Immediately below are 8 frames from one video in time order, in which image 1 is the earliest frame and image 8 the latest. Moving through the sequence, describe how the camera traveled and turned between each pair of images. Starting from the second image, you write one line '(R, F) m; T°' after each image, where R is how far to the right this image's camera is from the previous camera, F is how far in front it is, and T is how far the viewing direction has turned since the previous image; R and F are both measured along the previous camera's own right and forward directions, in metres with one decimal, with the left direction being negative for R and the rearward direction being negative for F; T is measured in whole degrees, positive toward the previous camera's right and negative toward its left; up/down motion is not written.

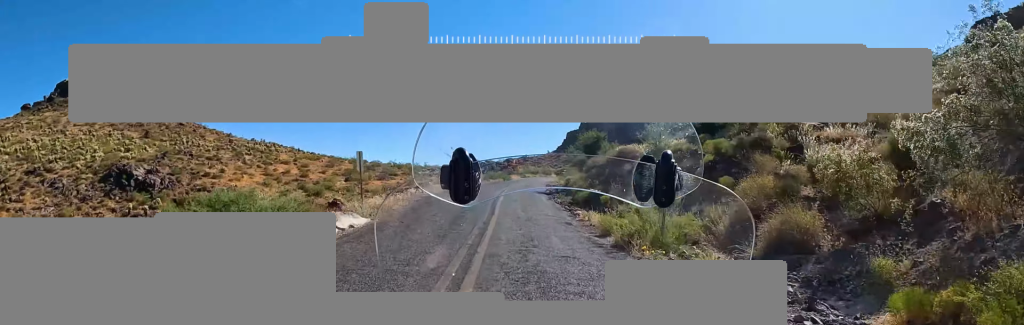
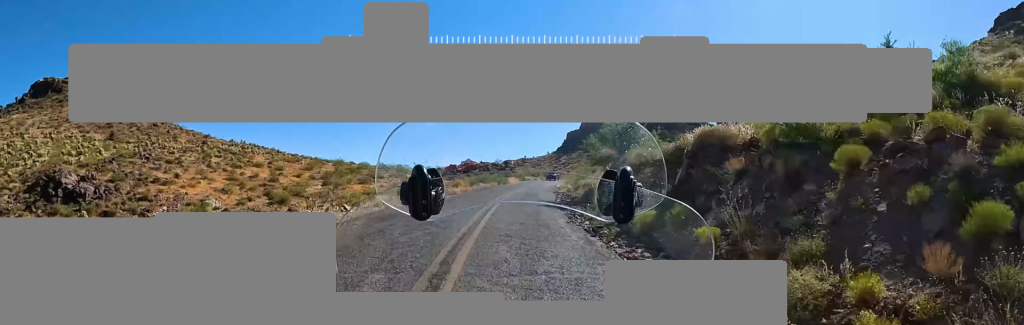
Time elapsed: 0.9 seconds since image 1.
(0.0, +12.8) m; +1°
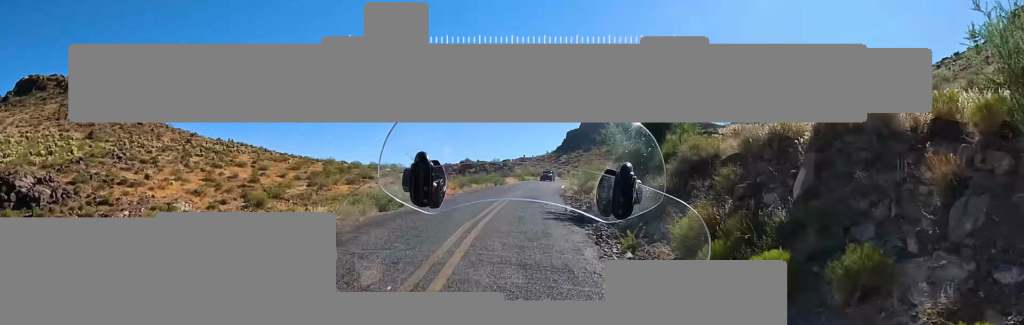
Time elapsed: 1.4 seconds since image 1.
(+0.1, +6.7) m; 0°
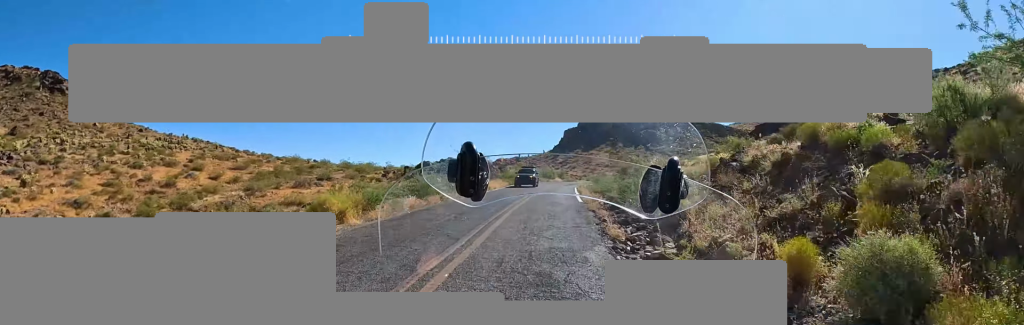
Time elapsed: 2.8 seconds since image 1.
(+0.1, +20.1) m; 0°
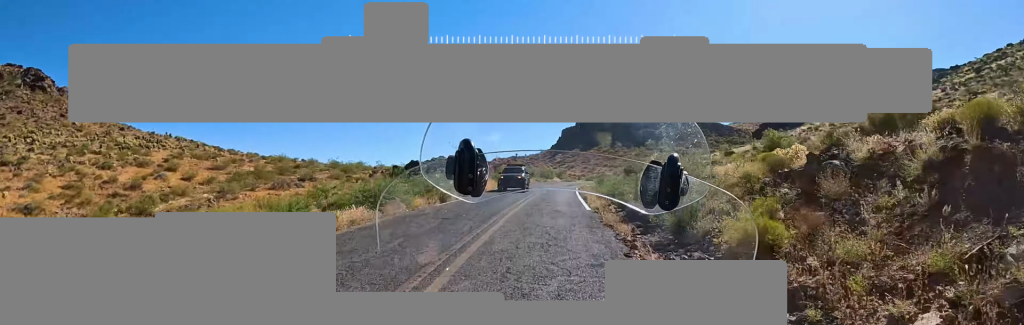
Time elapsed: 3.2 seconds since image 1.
(0.0, +5.7) m; 0°
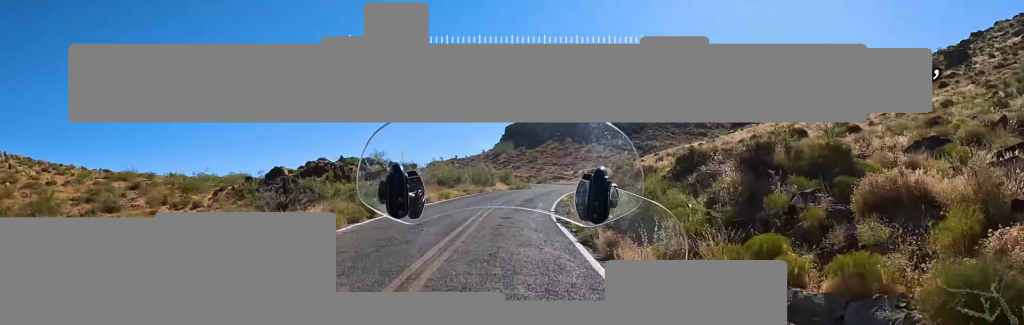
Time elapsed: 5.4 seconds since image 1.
(0.0, +31.7) m; 0°
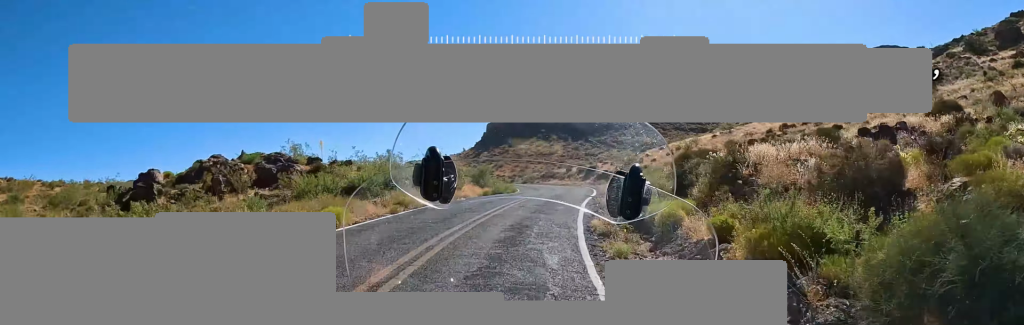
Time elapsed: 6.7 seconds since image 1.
(0.0, +17.5) m; 0°
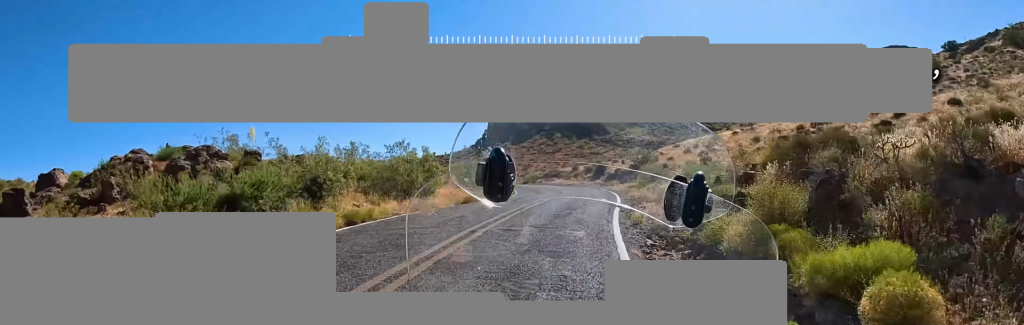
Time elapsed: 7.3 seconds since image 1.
(0.0, +8.5) m; 0°
